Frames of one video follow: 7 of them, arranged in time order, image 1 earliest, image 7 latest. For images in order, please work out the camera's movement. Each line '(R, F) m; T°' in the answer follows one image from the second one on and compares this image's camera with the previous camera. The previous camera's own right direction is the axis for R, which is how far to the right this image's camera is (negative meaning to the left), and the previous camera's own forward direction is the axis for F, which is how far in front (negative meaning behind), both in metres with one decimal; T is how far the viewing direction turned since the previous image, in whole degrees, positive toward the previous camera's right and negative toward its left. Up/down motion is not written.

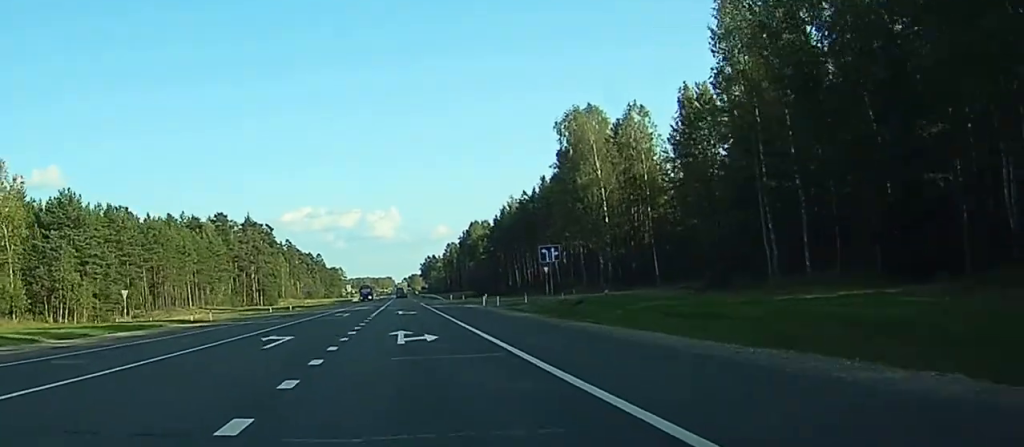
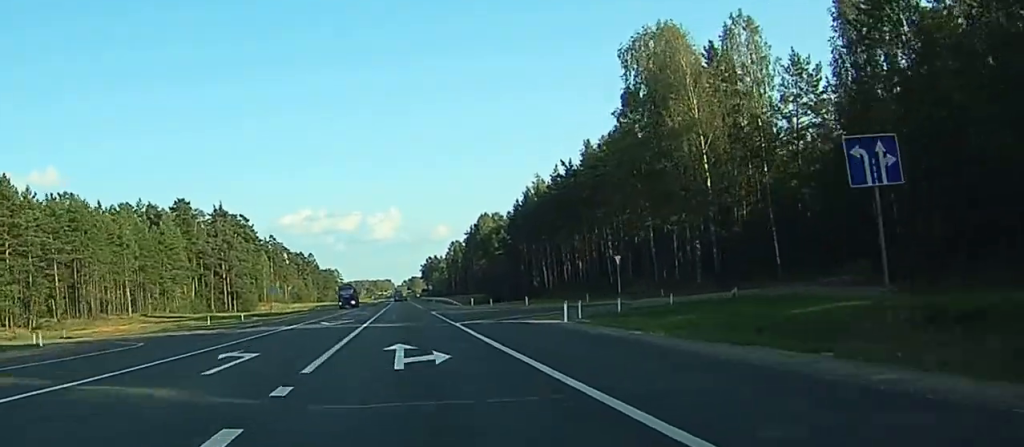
(+0.3, +36.5) m; 0°
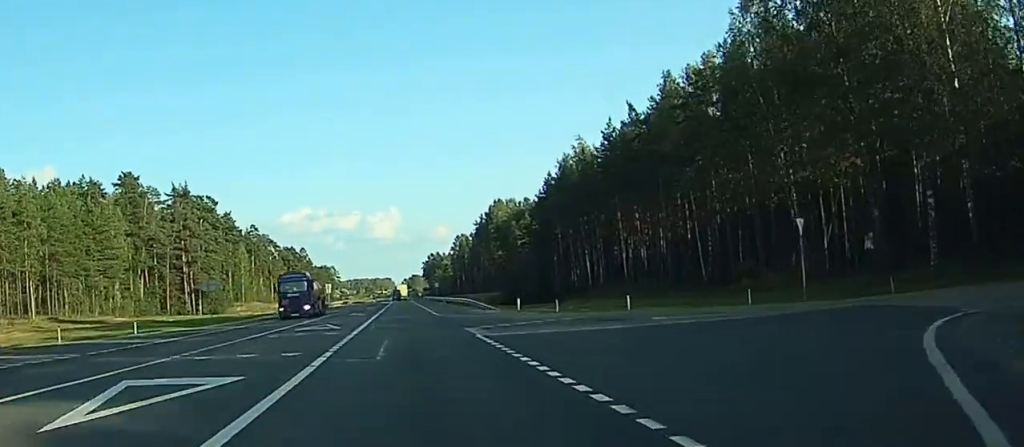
(-0.4, +34.4) m; -1°
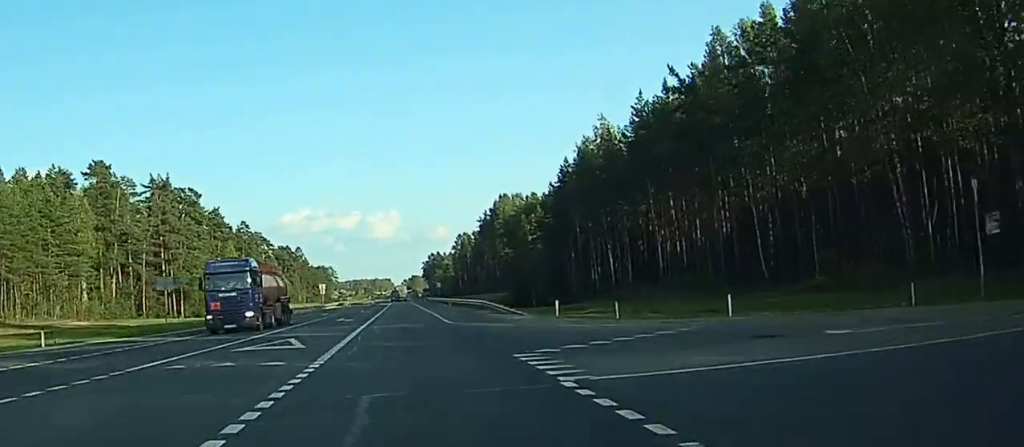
(-0.1, +13.4) m; 0°
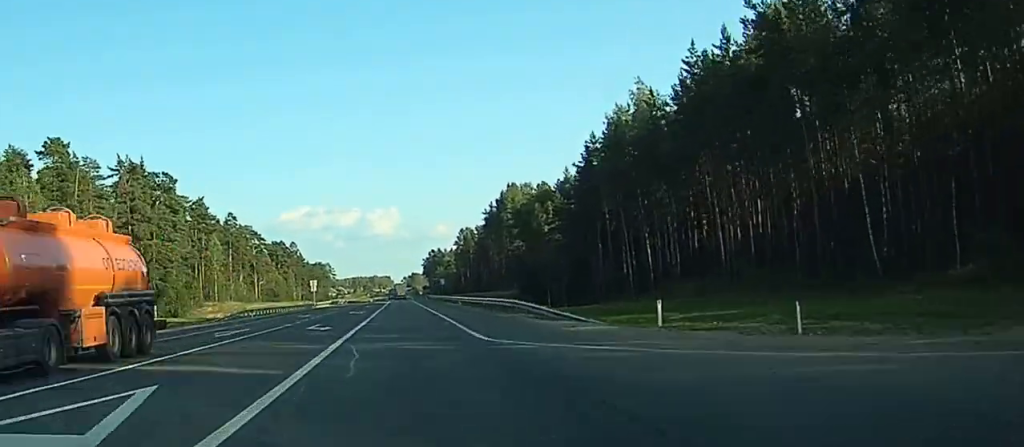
(+0.1, +16.1) m; +1°
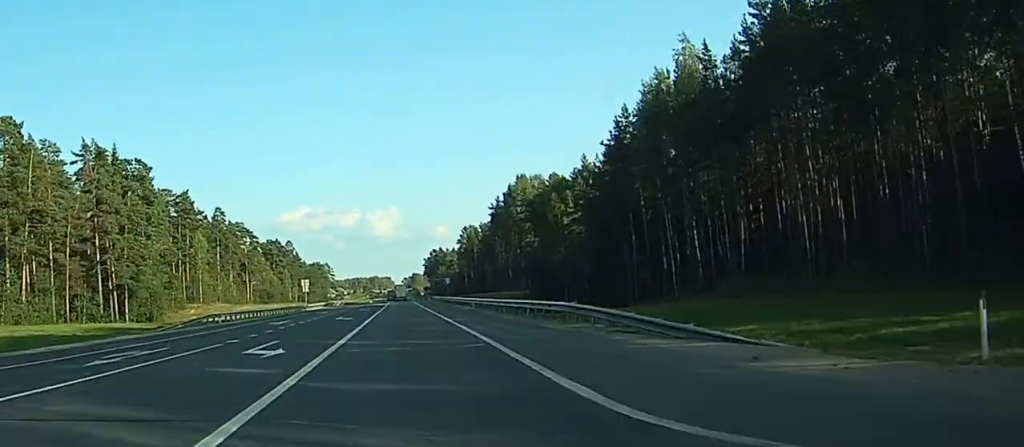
(+0.1, +14.2) m; 0°
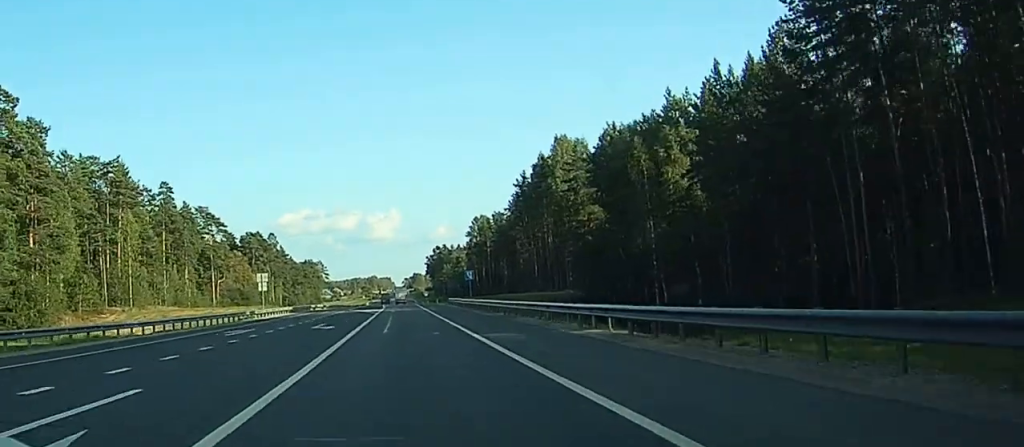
(+0.2, +43.4) m; 0°
